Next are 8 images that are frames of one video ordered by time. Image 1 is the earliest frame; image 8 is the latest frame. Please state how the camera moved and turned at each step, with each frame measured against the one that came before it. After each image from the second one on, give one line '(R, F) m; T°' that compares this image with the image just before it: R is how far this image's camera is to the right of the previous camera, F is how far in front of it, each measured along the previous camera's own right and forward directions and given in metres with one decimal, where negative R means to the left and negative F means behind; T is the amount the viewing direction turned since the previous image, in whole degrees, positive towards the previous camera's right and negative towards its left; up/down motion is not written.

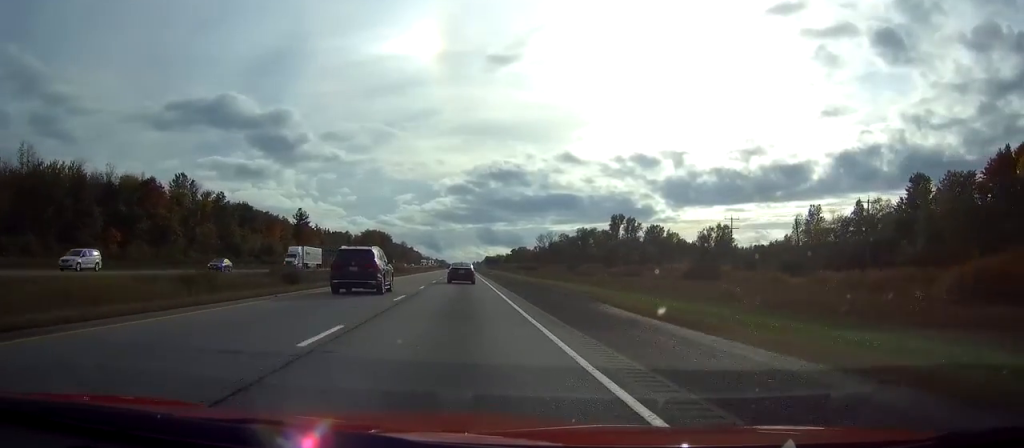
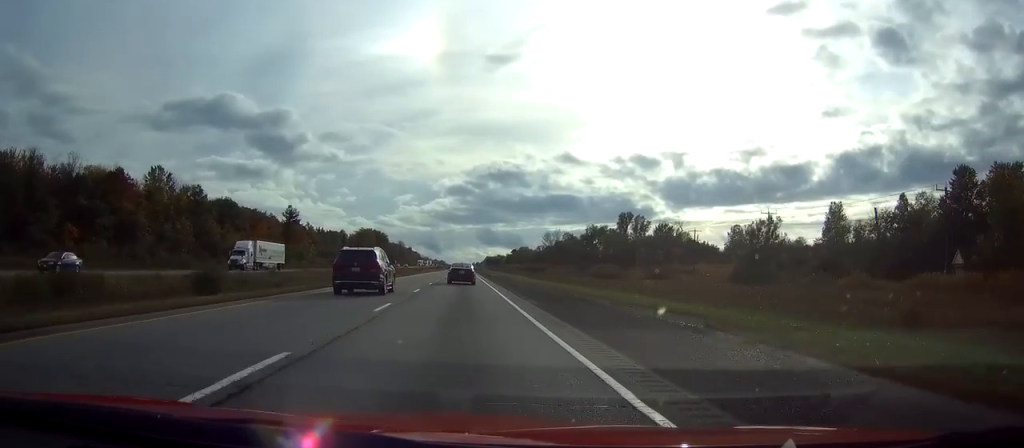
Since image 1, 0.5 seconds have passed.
(0.0, +16.4) m; 0°
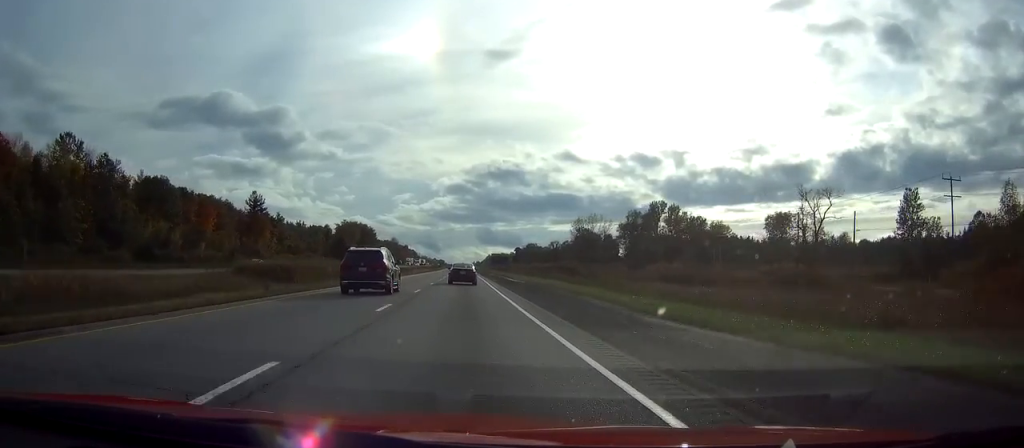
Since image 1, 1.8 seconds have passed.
(0.0, +47.8) m; 0°
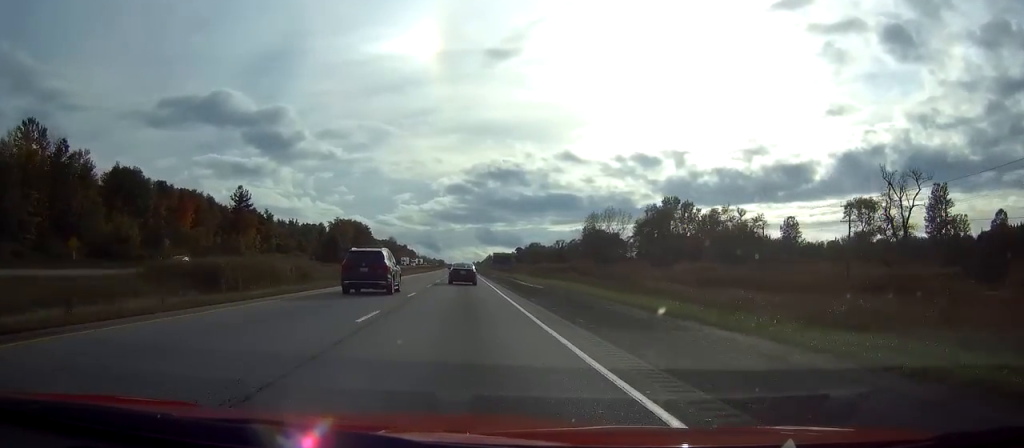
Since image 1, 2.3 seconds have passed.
(0.0, +15.2) m; 0°
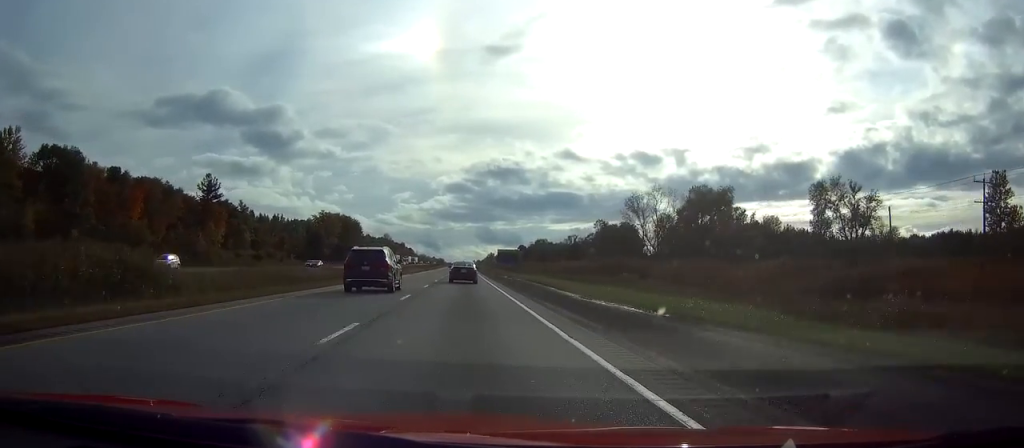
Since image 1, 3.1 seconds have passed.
(0.0, +27.9) m; 0°
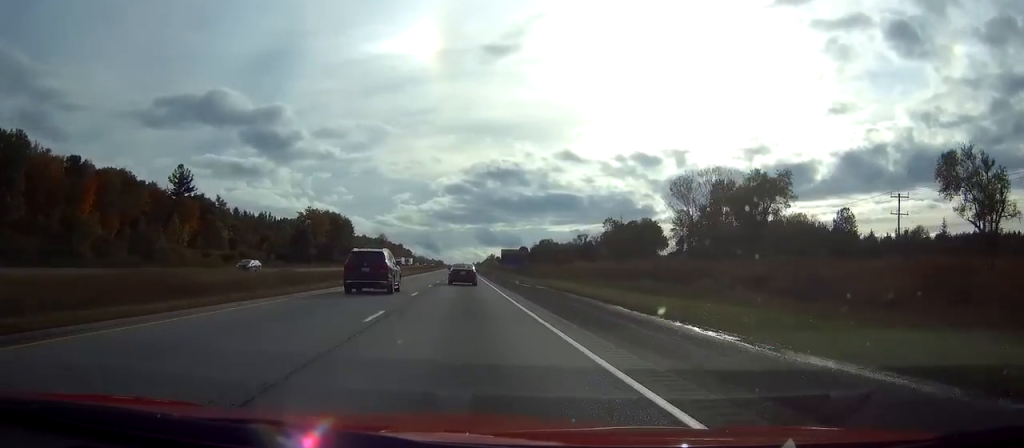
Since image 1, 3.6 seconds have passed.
(0.0, +19.7) m; 0°
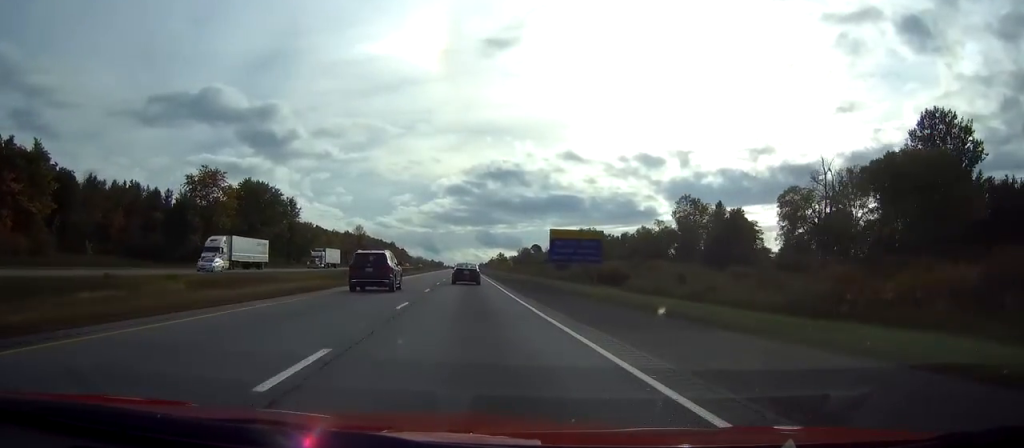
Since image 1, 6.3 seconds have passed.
(-0.3, +91.4) m; 0°
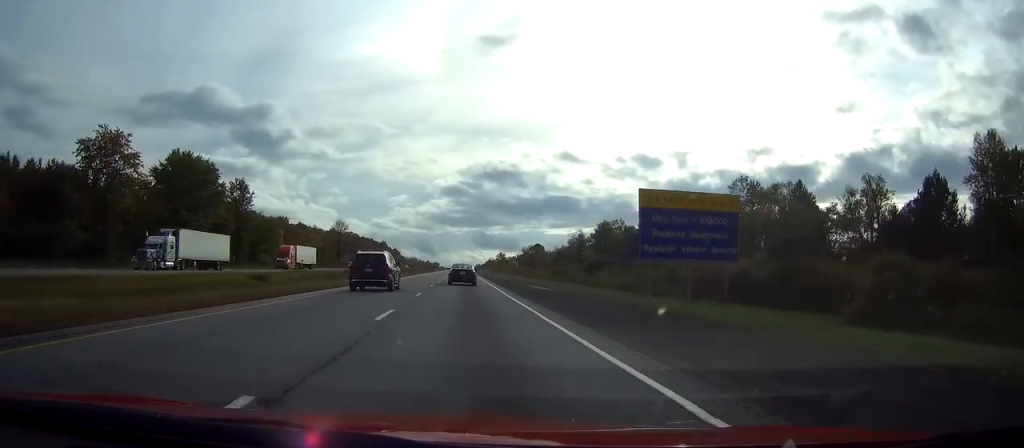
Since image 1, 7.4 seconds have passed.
(+0.2, +39.2) m; 0°
